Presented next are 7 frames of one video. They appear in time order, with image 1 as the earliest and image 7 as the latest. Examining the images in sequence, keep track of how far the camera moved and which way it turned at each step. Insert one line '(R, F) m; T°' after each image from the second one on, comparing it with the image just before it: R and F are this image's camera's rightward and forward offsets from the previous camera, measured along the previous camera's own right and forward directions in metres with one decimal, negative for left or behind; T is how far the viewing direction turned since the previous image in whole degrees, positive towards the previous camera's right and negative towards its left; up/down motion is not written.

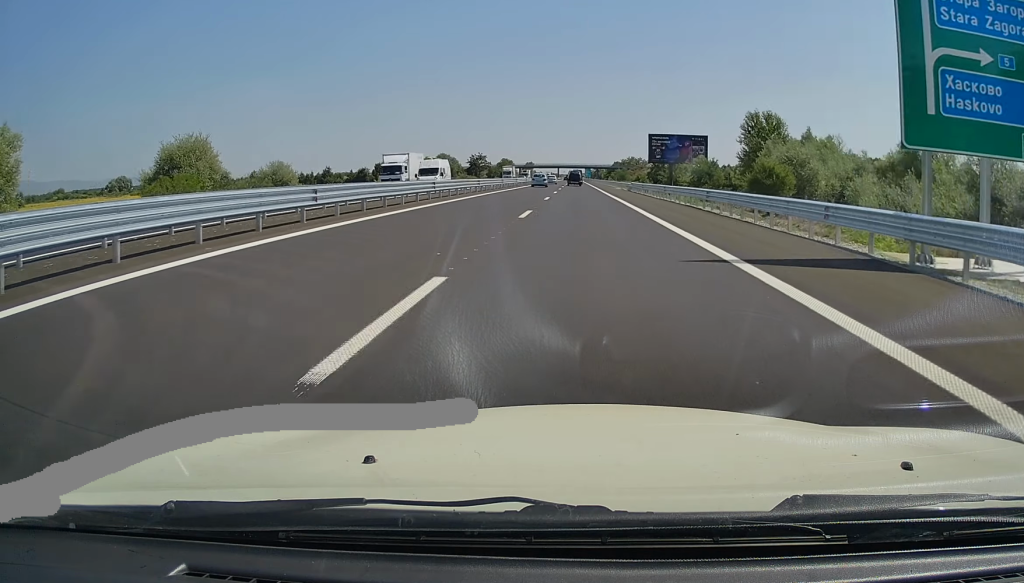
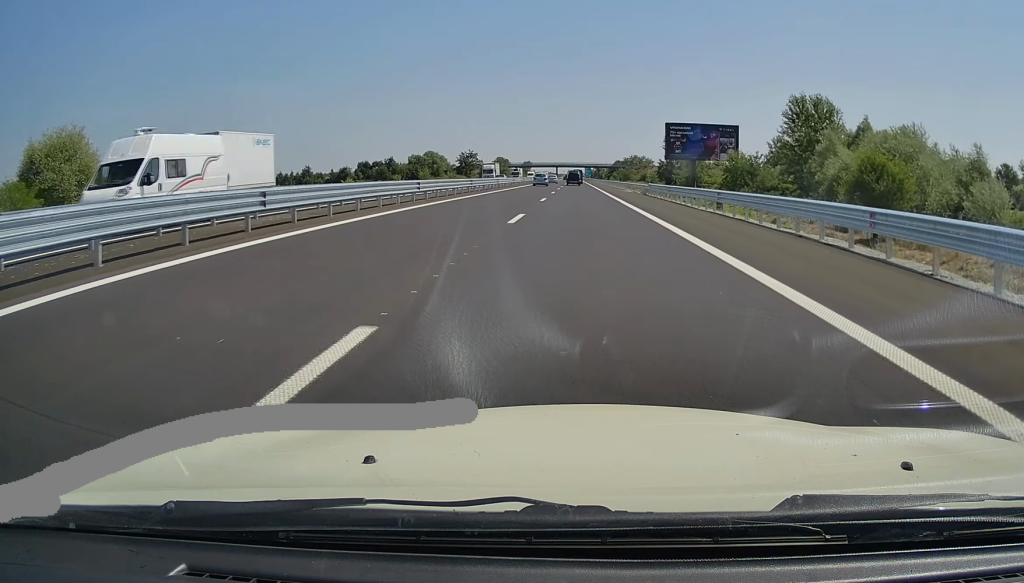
(-0.2, +19.2) m; 0°
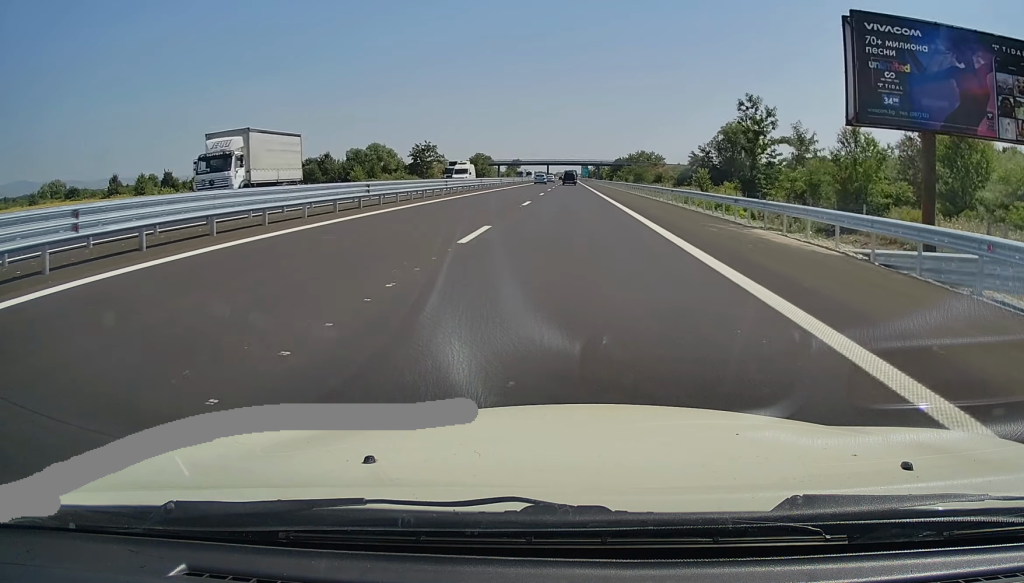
(-0.2, +54.6) m; 0°
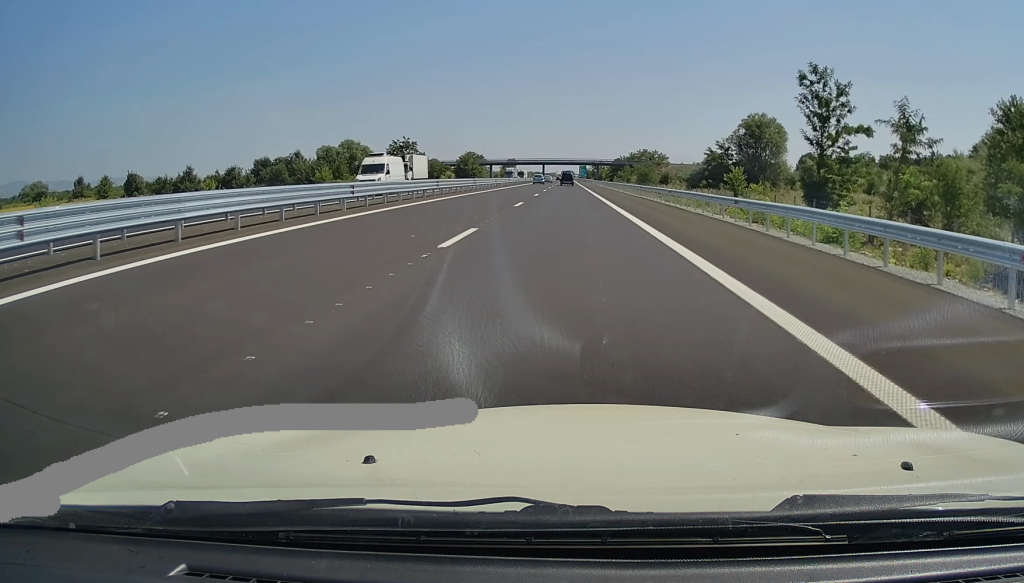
(+0.2, +17.1) m; +1°
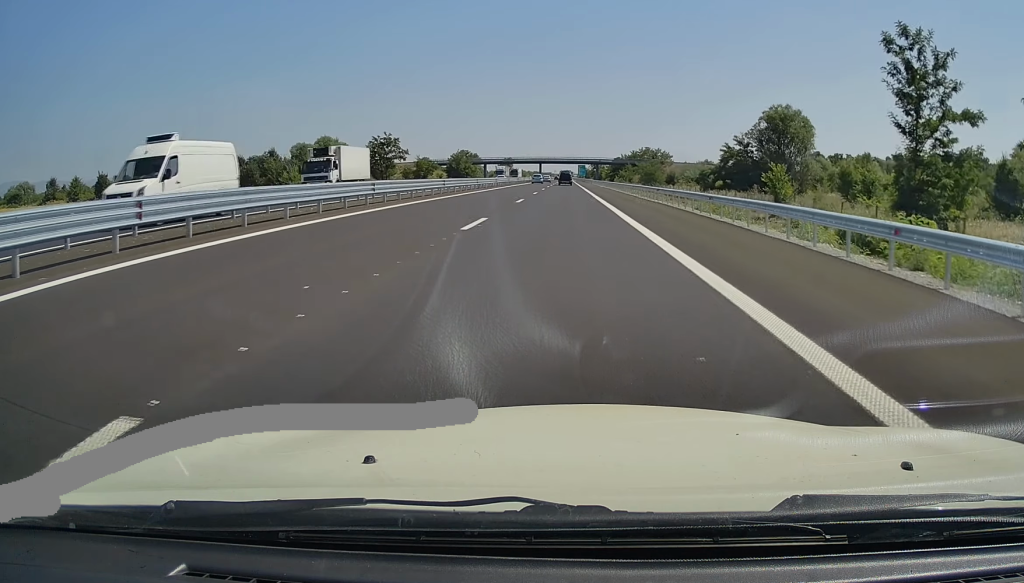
(0.0, +12.6) m; 0°
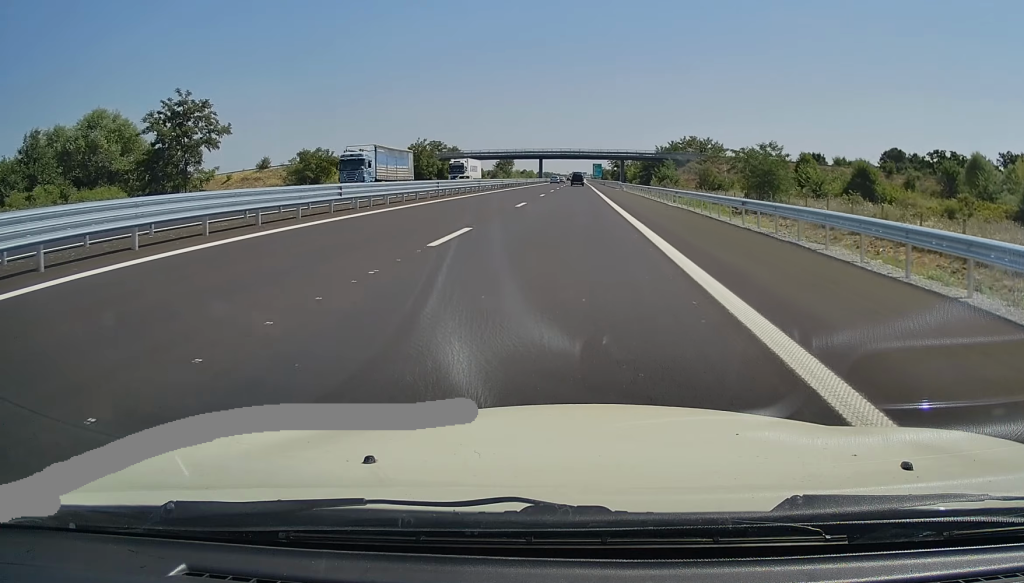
(-0.8, +68.7) m; -1°
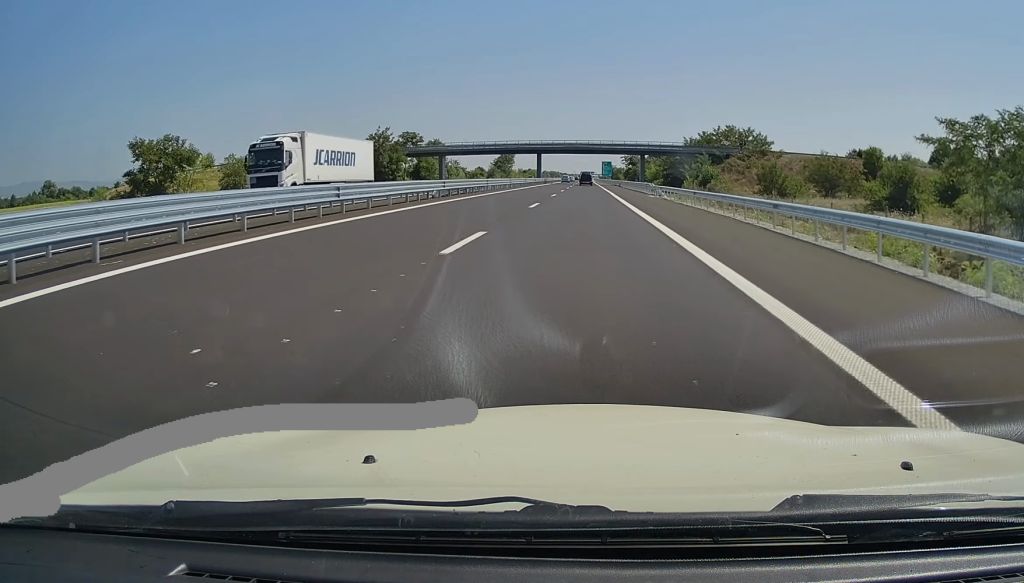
(+0.2, +33.8) m; 0°
